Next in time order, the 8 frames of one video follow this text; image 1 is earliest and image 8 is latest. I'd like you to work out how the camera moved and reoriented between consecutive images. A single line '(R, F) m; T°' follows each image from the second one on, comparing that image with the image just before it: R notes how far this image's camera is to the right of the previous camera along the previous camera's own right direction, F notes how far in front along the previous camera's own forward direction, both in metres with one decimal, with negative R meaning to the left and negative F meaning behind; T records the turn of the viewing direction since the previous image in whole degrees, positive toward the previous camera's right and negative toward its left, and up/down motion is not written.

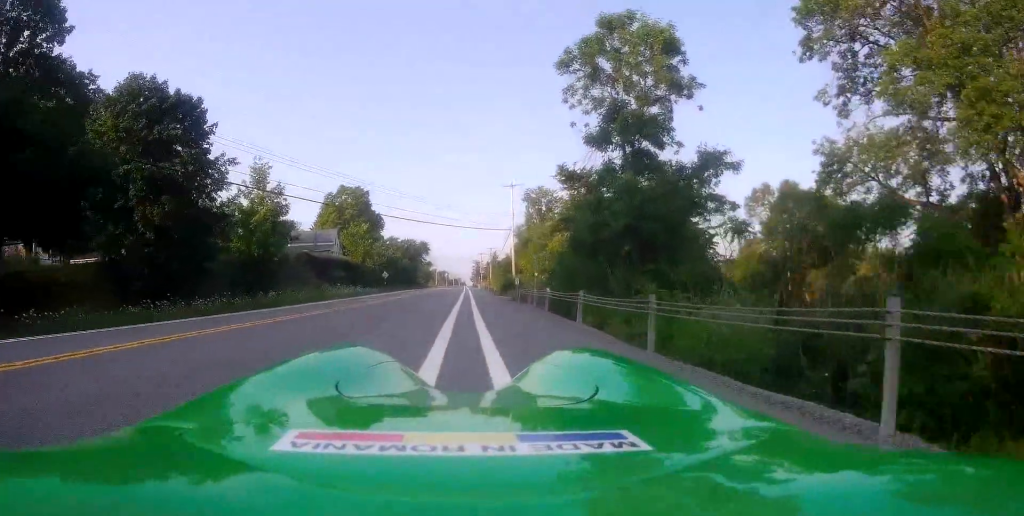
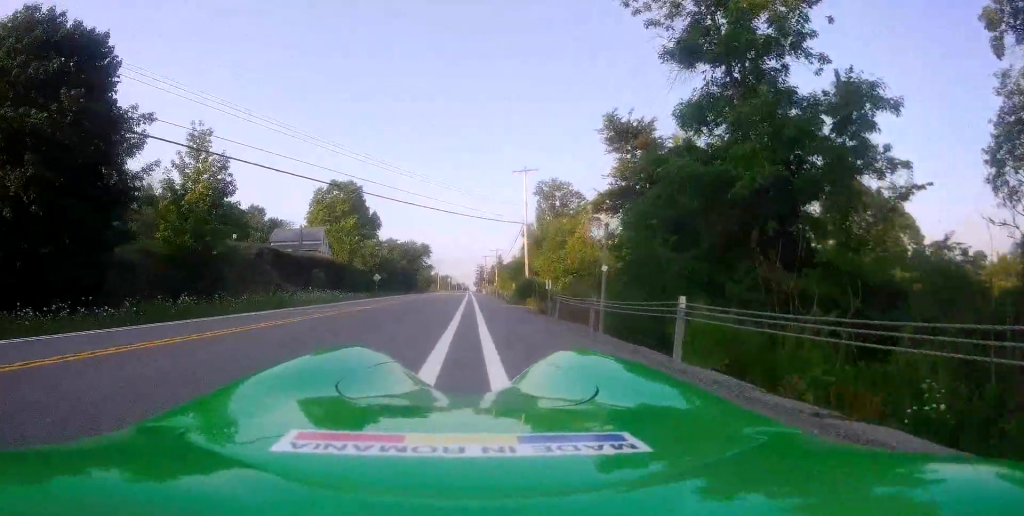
(-0.1, +11.0) m; -1°
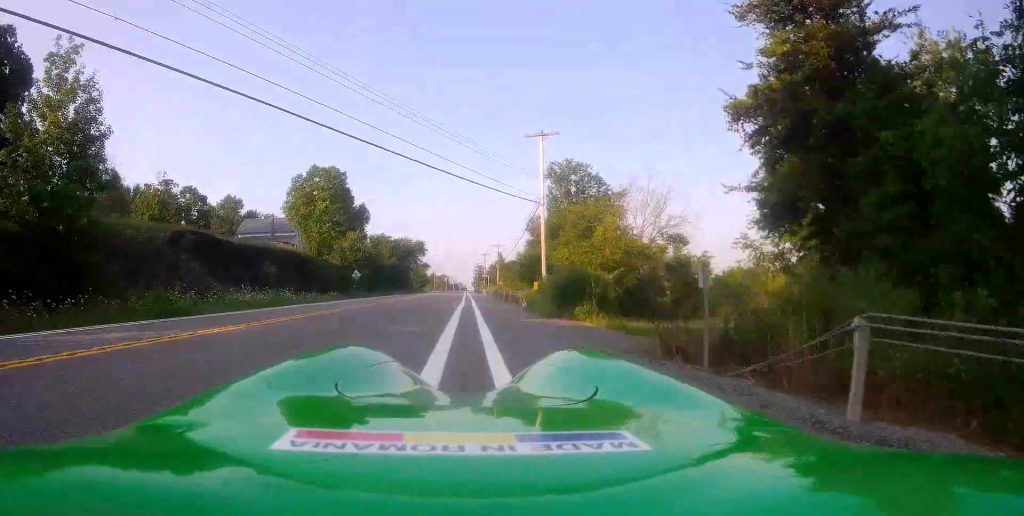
(+0.5, +12.9) m; 0°
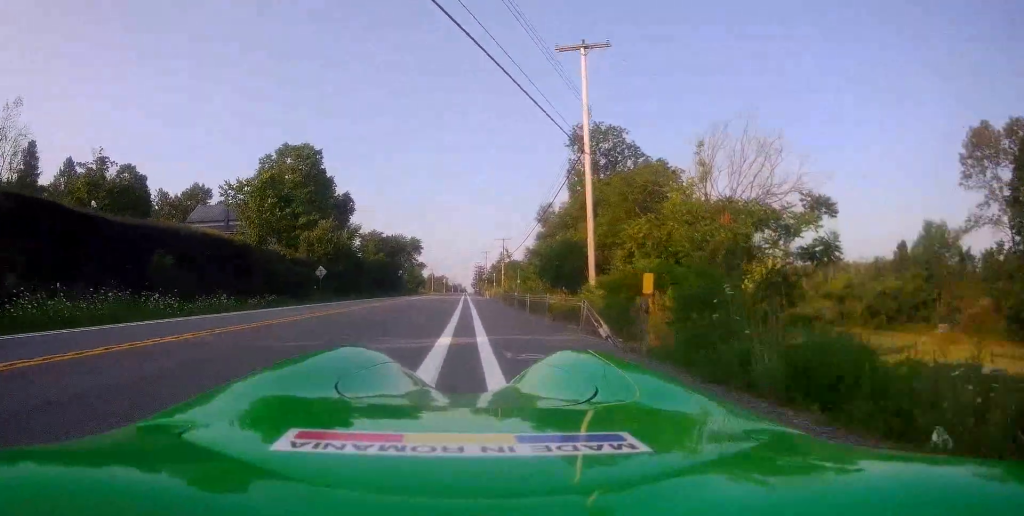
(-0.5, +15.3) m; +2°
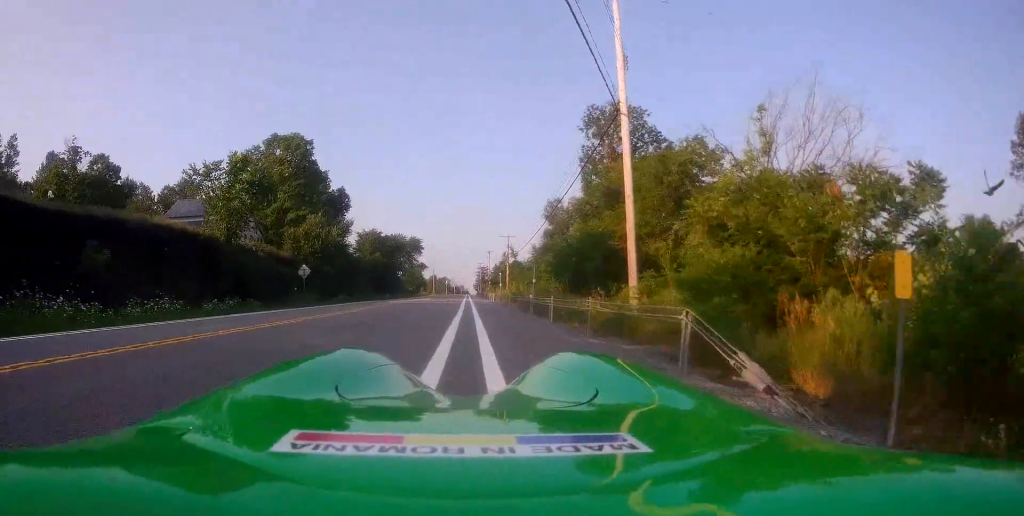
(+0.1, +5.7) m; 0°
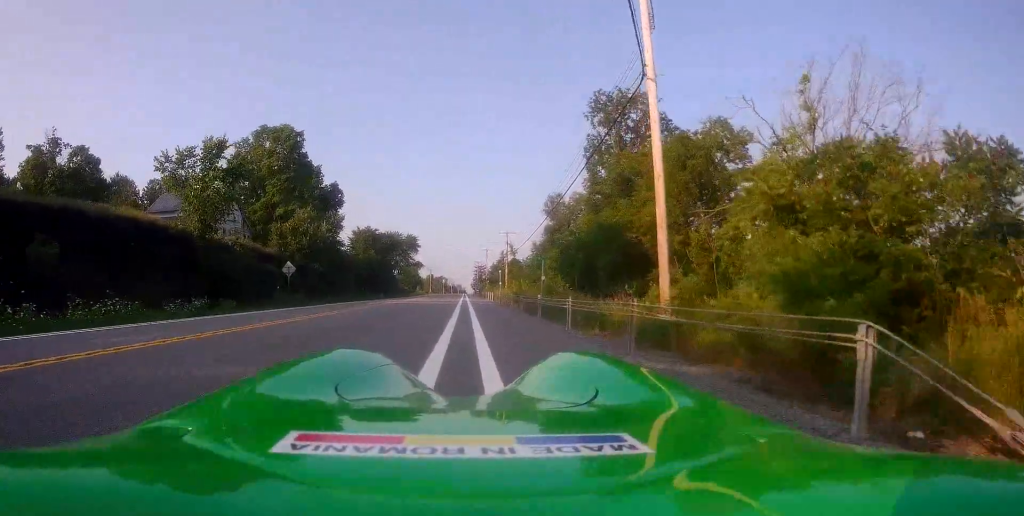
(0.0, +3.3) m; -1°
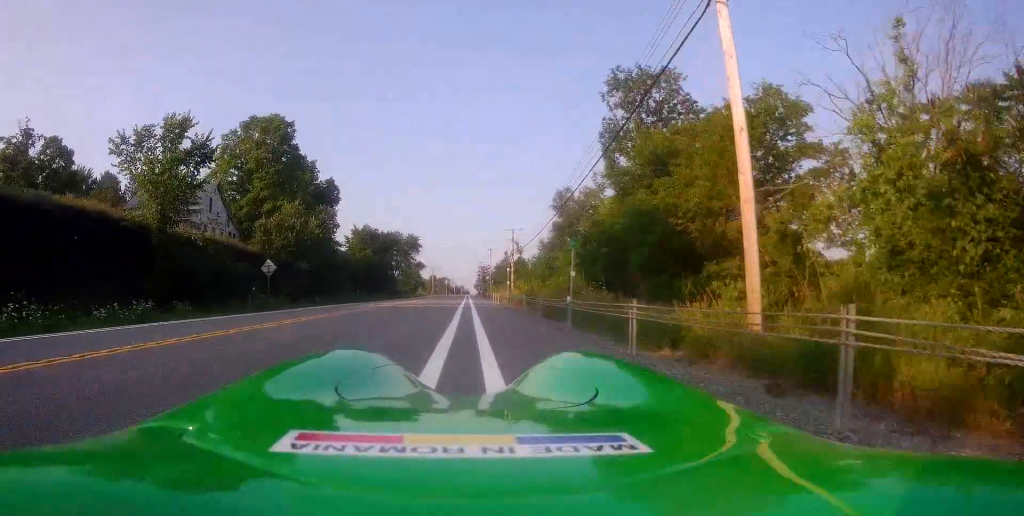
(-0.1, +4.5) m; 0°
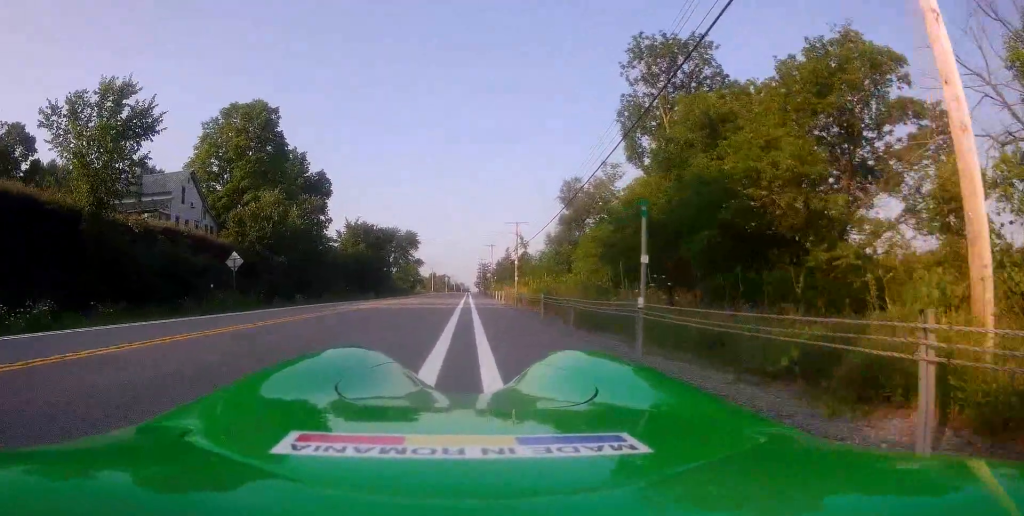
(-0.1, +5.5) m; 0°
